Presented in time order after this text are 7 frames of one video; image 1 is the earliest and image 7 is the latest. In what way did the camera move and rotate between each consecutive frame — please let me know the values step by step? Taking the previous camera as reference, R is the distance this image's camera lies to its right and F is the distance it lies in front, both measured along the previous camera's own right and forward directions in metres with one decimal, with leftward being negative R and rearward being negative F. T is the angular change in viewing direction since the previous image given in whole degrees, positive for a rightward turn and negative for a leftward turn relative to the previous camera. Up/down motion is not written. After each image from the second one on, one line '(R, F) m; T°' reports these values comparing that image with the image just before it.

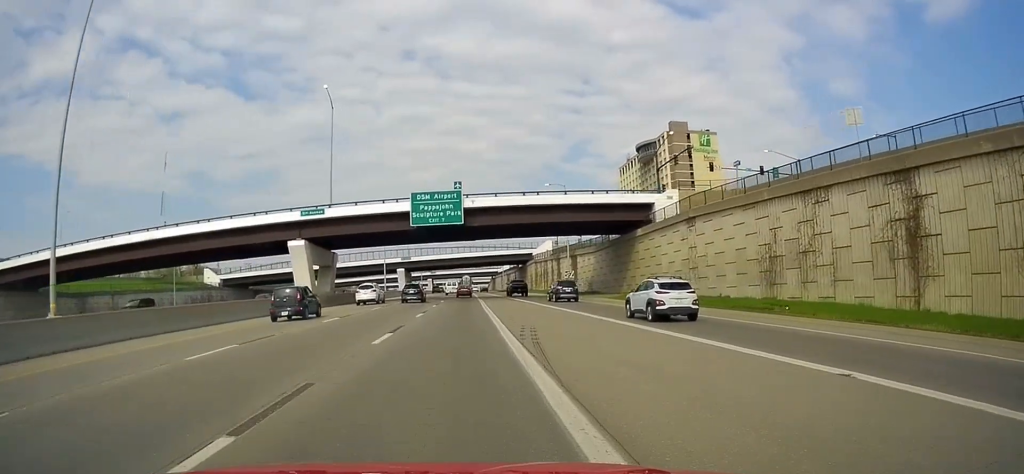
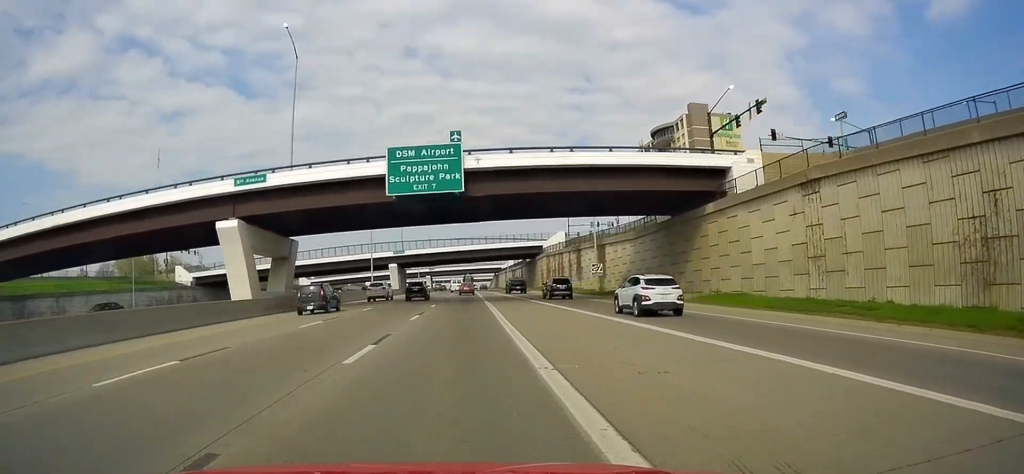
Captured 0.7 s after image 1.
(+0.3, +15.5) m; 0°
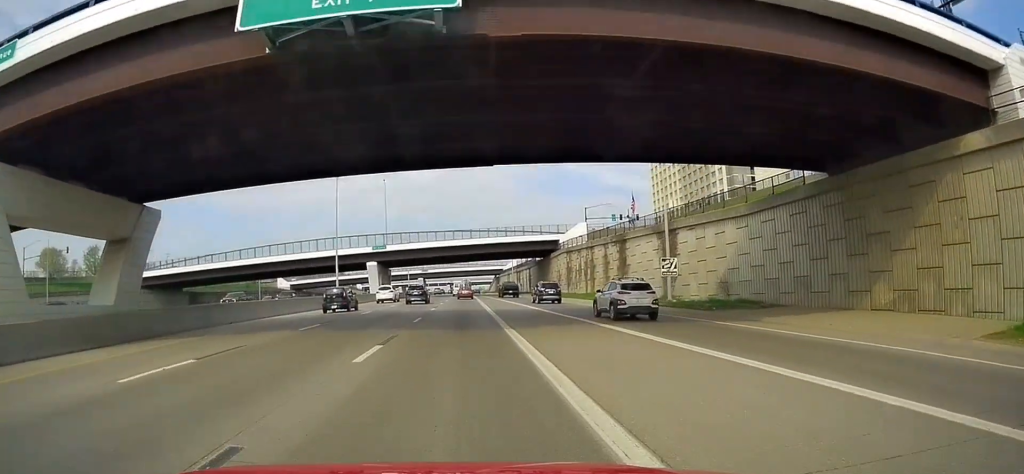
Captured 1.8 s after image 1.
(-0.5, +23.8) m; -1°
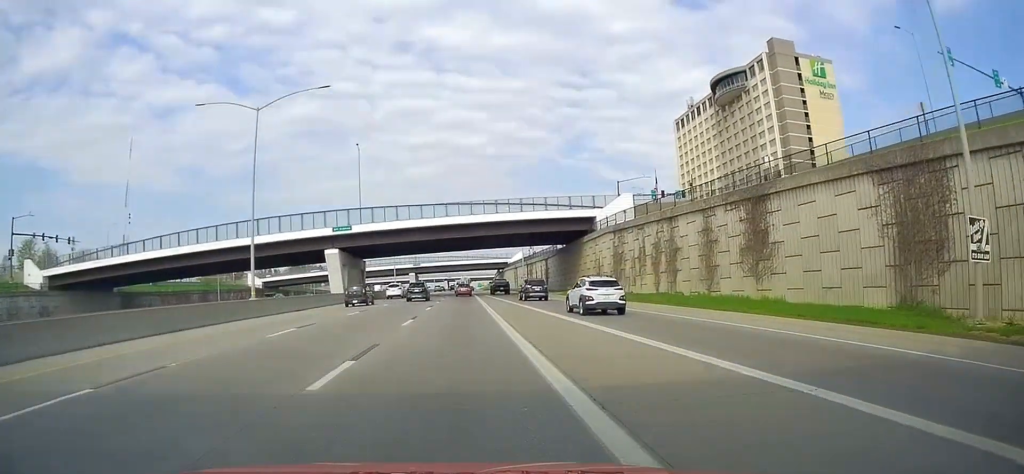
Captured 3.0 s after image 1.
(0.0, +27.5) m; 0°
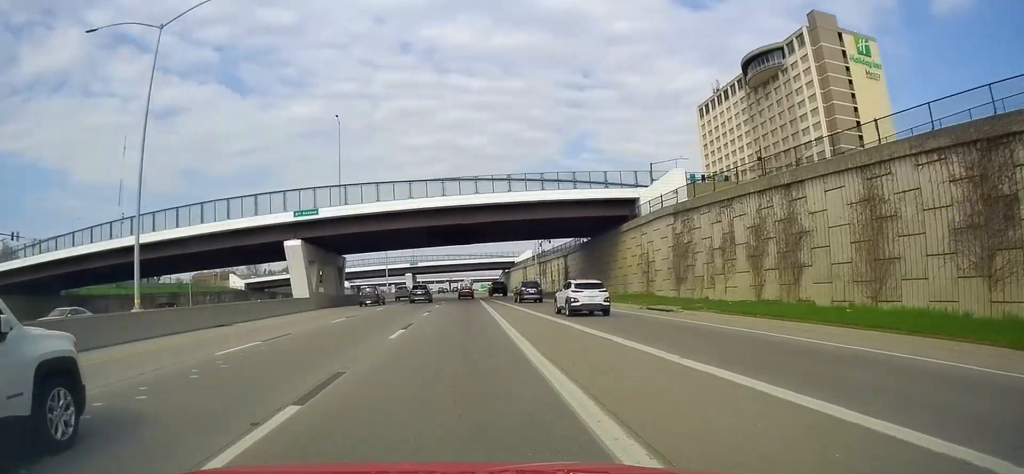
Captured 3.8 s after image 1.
(0.0, +16.7) m; 0°
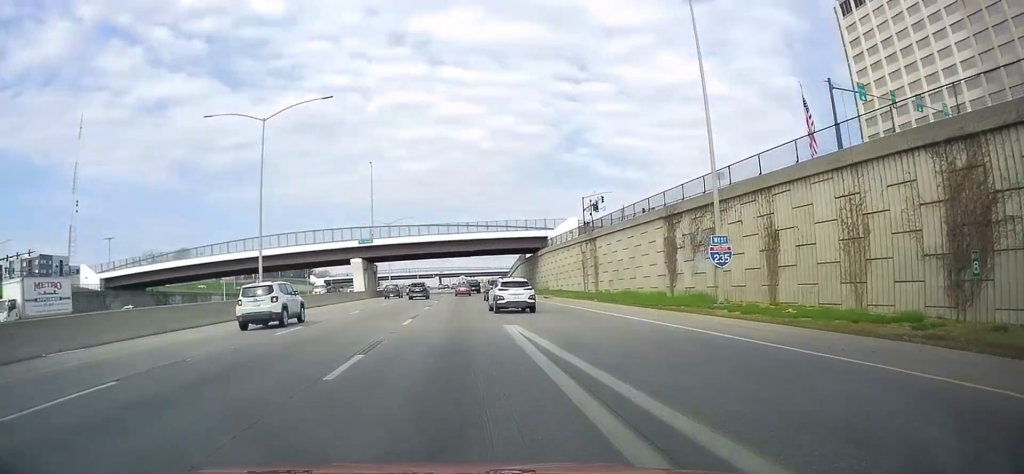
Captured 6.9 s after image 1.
(0.0, +66.3) m; 0°
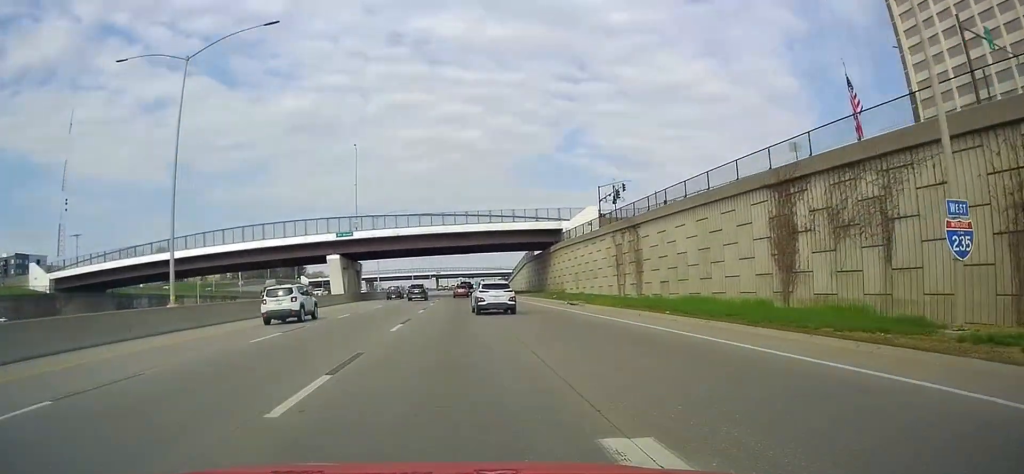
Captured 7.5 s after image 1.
(0.0, +13.6) m; 0°
